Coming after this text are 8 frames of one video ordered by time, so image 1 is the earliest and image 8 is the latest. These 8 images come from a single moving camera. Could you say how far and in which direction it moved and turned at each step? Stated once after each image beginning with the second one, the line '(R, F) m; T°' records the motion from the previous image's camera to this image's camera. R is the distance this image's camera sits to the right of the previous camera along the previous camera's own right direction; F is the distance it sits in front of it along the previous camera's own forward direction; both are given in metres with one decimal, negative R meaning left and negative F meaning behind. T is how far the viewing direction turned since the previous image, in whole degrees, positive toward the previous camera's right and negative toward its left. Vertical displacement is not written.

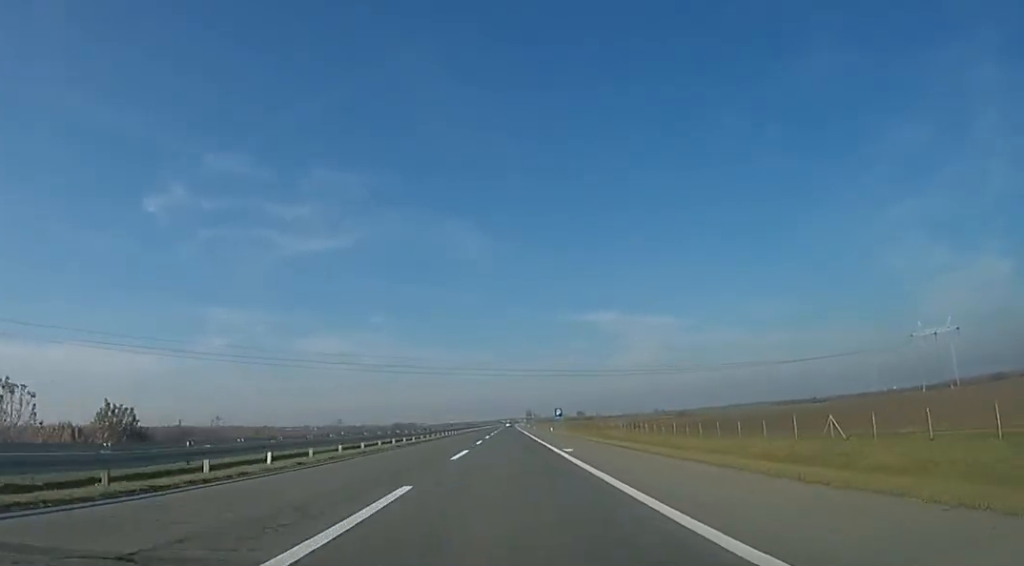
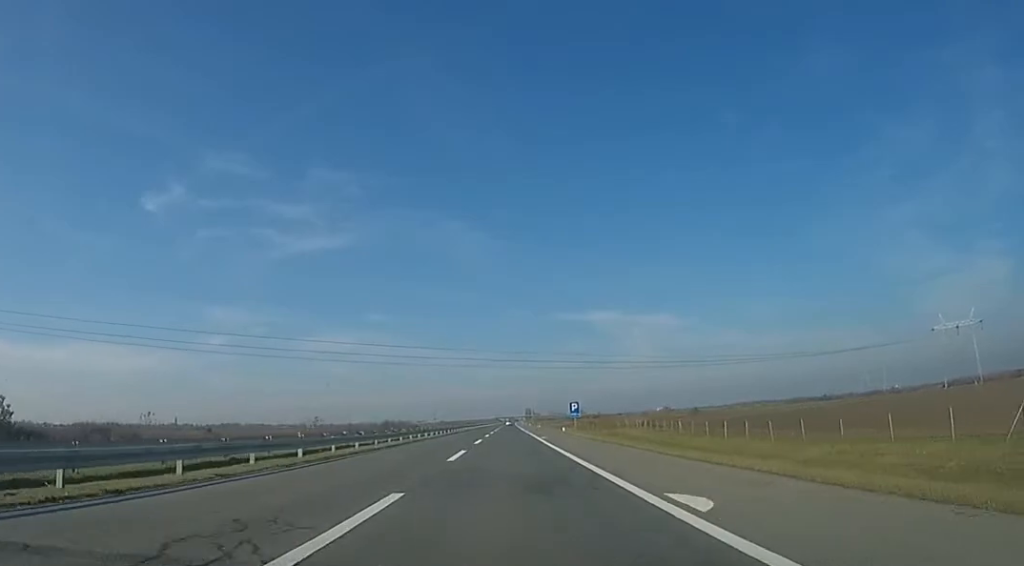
(+0.3, +17.4) m; +1°
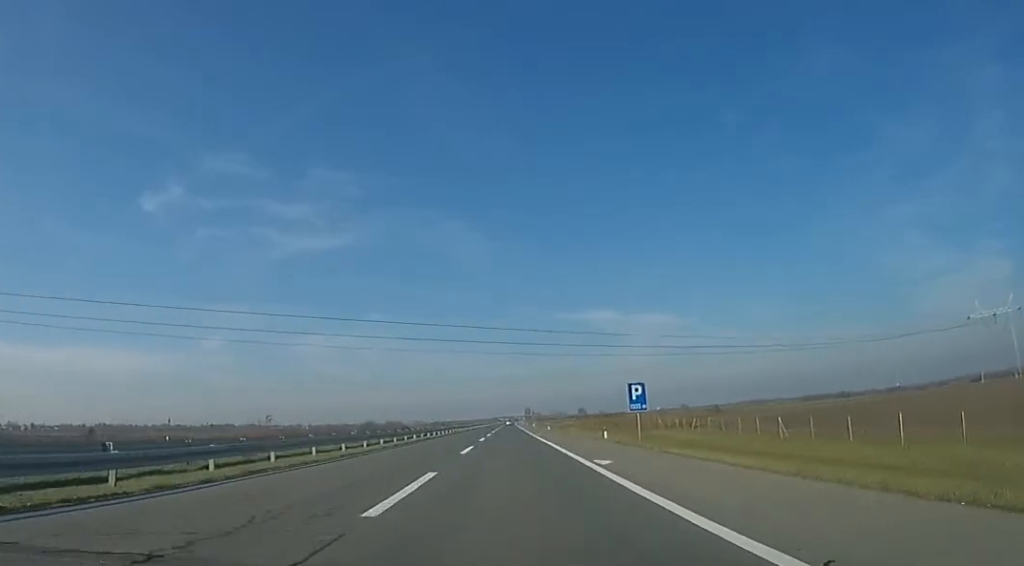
(+0.1, +26.6) m; -1°
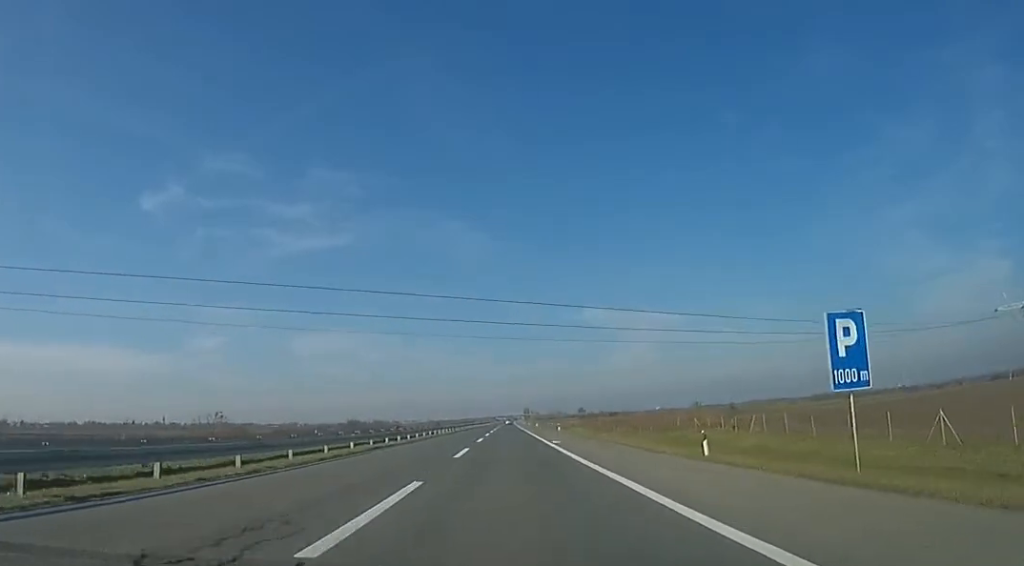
(0.0, +18.4) m; -1°
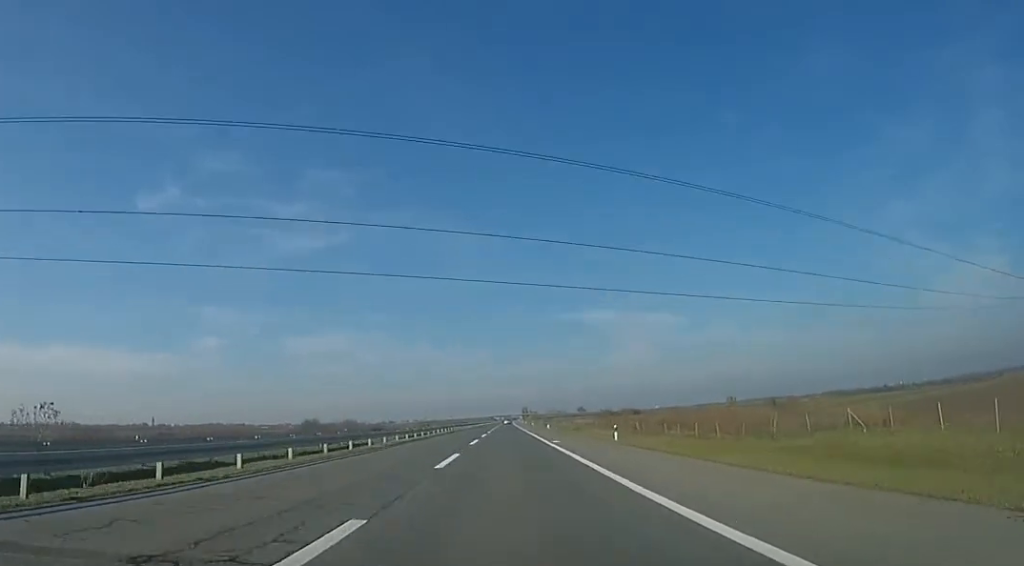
(-0.8, +35.9) m; -1°
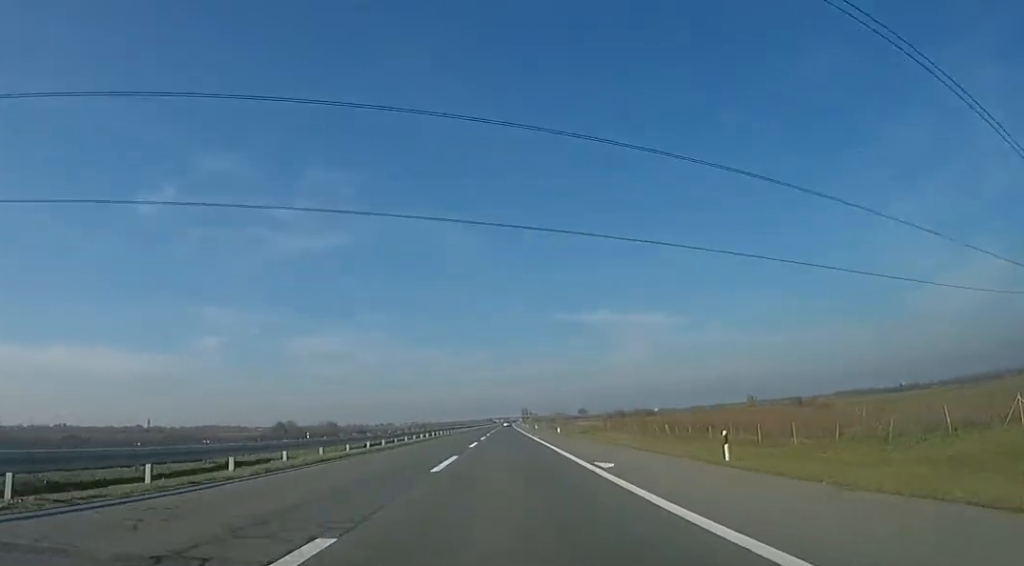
(-0.3, +16.4) m; +1°
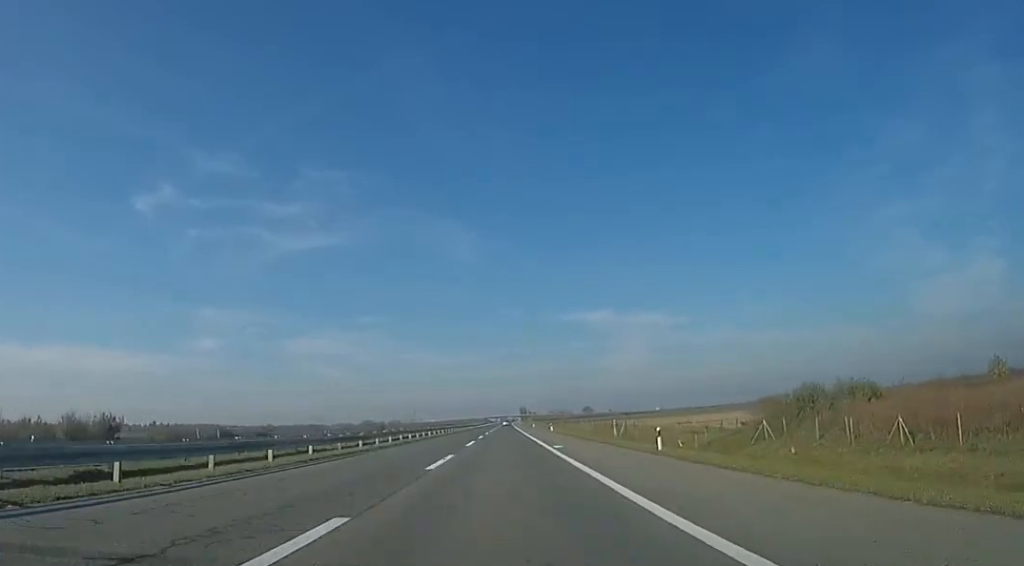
(+2.1, +92.8) m; 0°
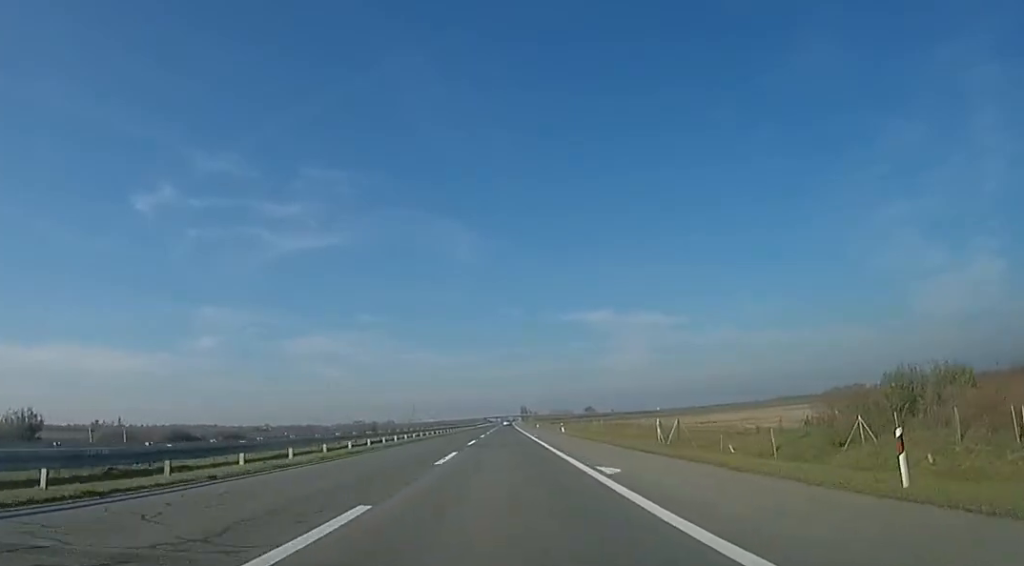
(-0.1, +14.0) m; 0°
